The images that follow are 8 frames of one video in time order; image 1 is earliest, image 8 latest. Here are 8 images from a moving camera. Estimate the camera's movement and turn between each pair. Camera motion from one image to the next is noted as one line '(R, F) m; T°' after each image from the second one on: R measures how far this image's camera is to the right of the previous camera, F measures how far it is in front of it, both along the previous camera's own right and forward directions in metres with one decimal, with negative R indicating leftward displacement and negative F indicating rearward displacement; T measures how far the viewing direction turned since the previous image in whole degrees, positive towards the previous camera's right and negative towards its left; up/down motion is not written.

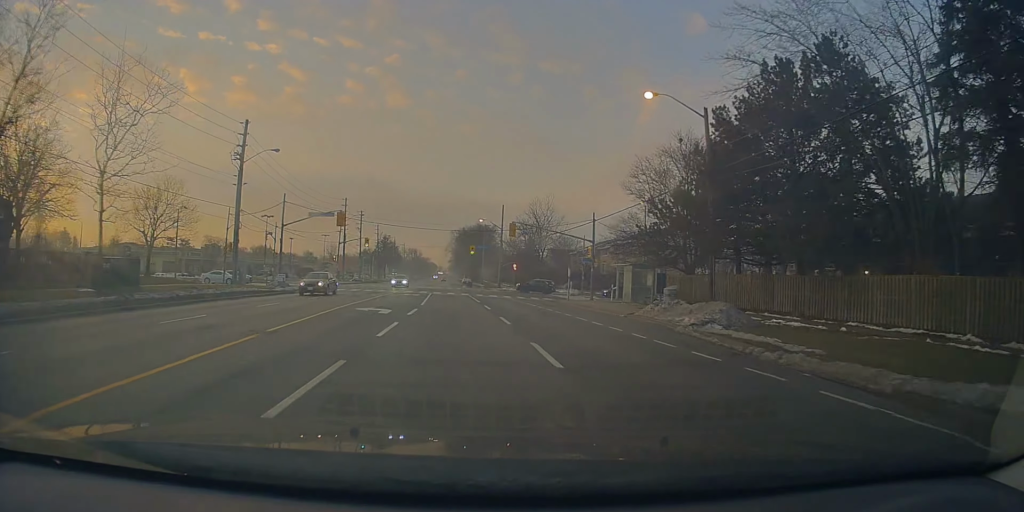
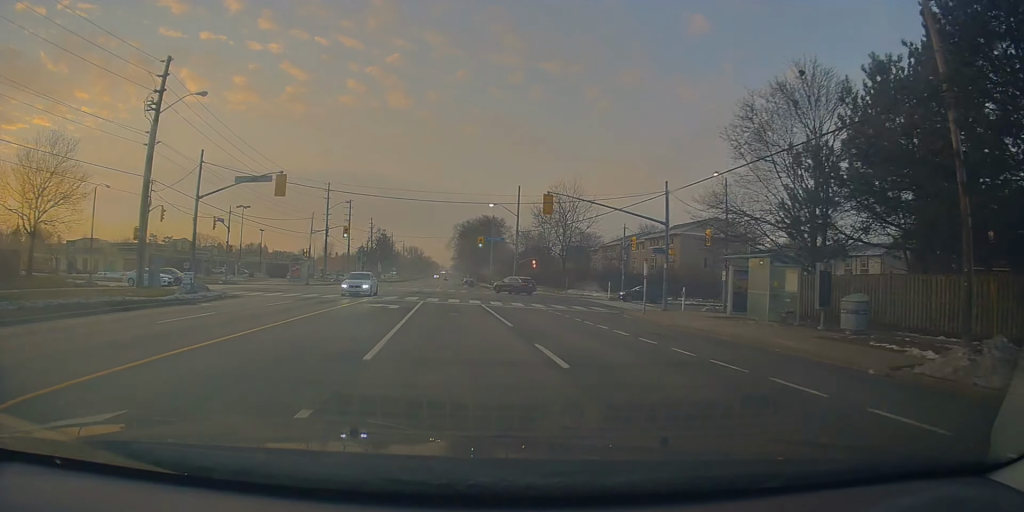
(+0.4, +16.1) m; +1°
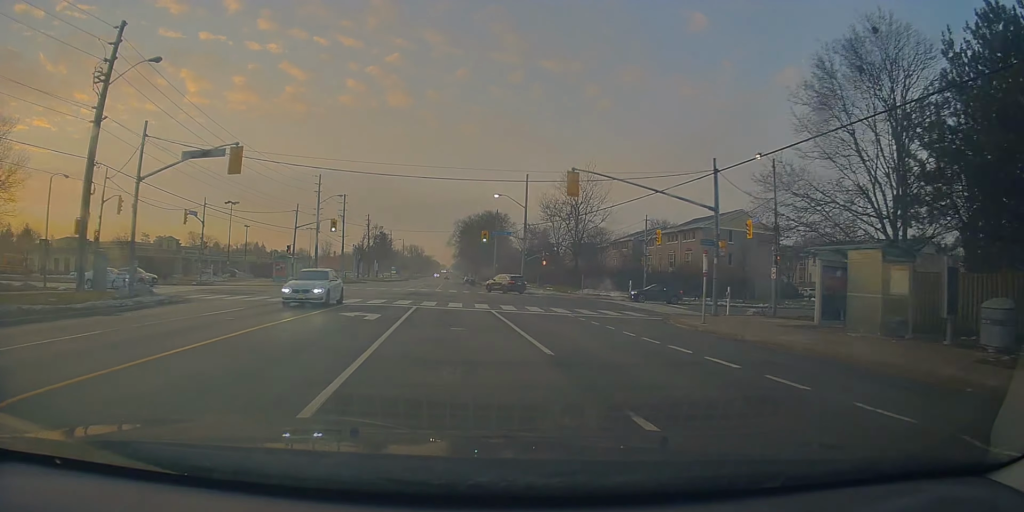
(-0.1, +6.3) m; 0°
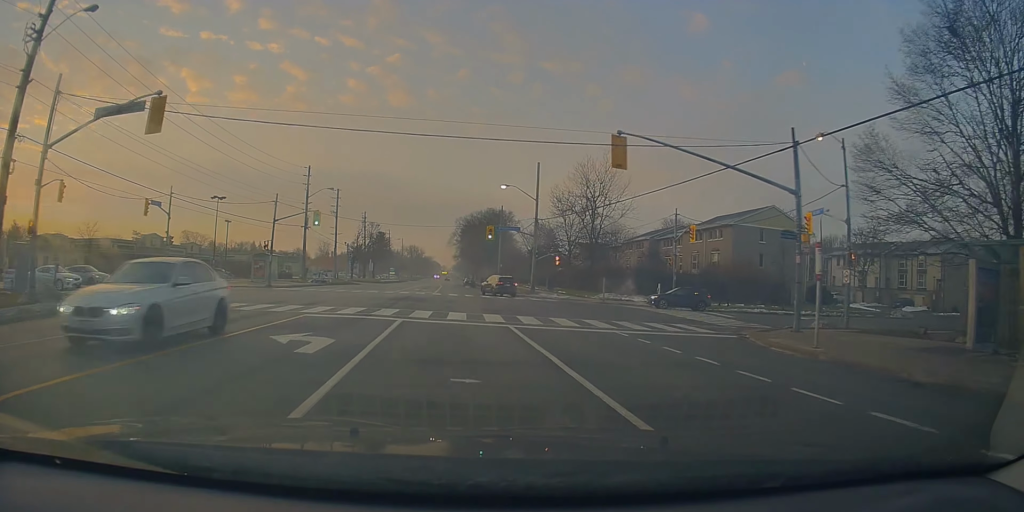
(-0.1, +6.8) m; 0°
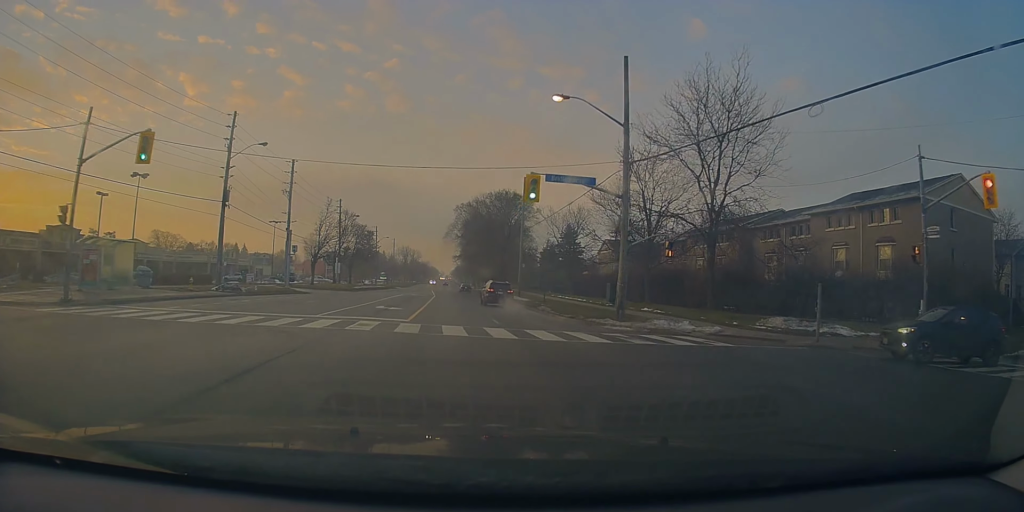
(-0.4, +26.6) m; -2°
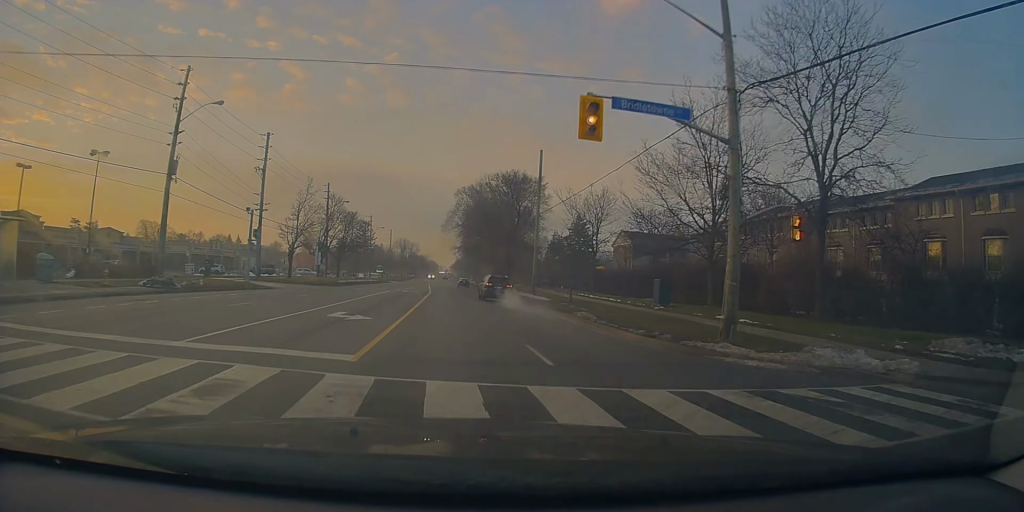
(-0.1, +9.8) m; 0°
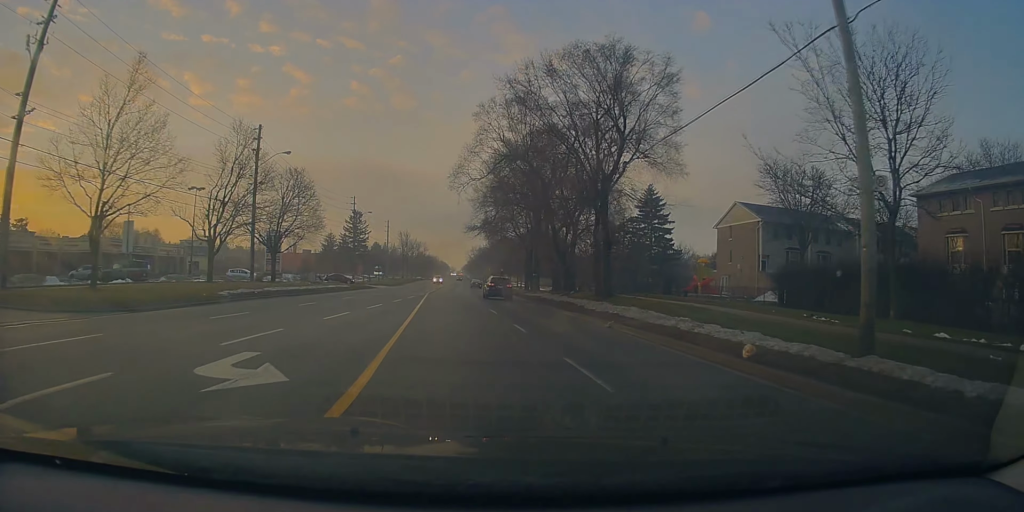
(+0.8, +36.3) m; +1°
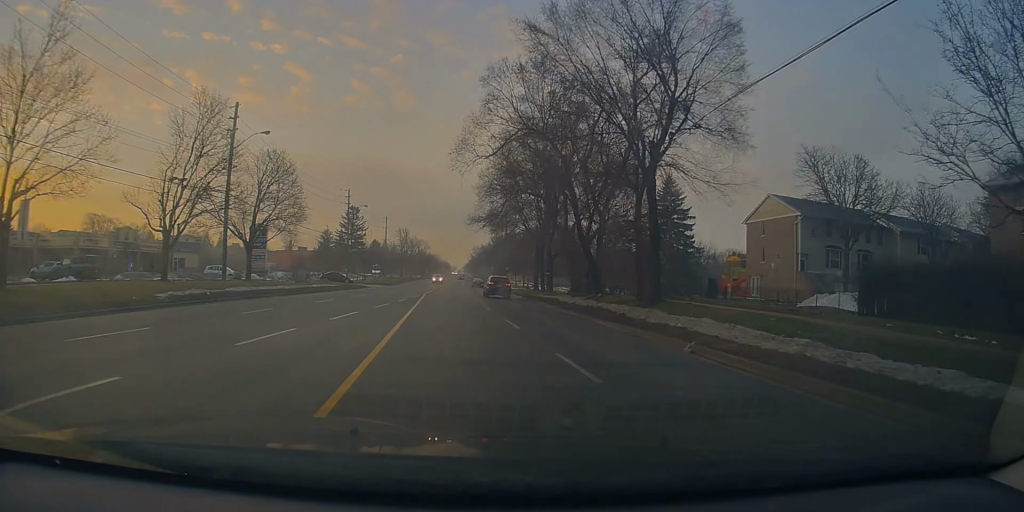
(+0.2, +6.6) m; -1°
